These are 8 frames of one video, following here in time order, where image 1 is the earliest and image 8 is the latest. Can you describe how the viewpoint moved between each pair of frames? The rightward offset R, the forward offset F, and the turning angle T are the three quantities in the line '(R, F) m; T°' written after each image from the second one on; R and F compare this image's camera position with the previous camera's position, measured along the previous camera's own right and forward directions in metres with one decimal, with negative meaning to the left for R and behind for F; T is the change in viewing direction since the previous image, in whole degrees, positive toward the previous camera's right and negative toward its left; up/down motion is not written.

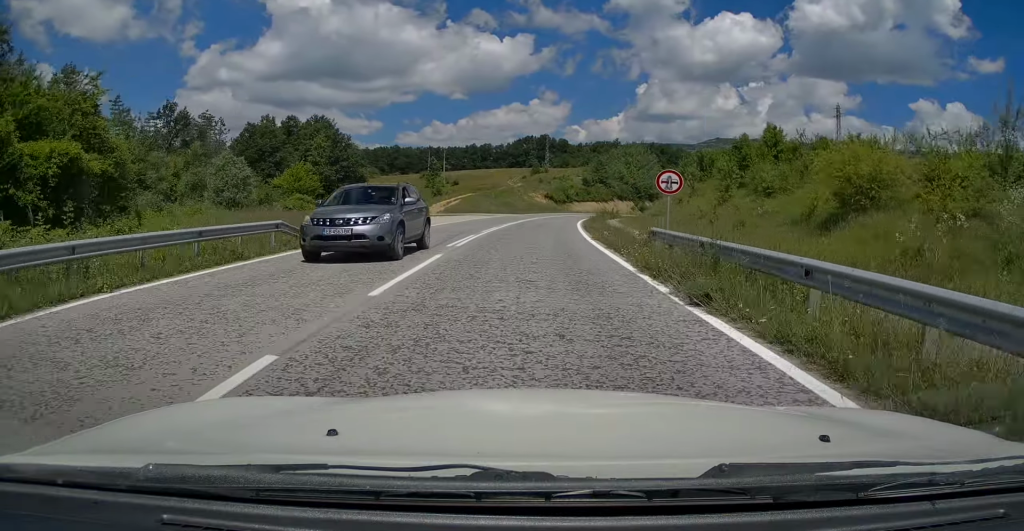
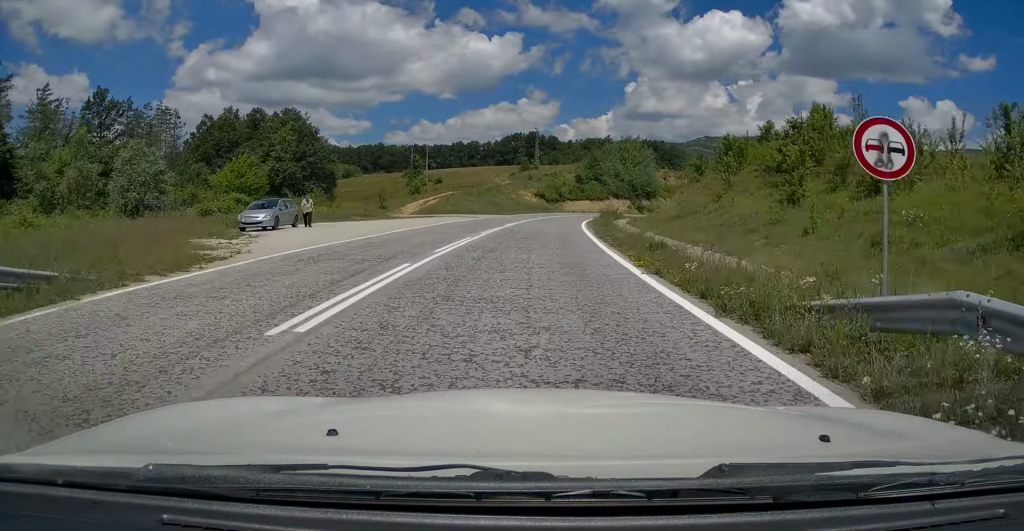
(+0.1, +10.7) m; +1°
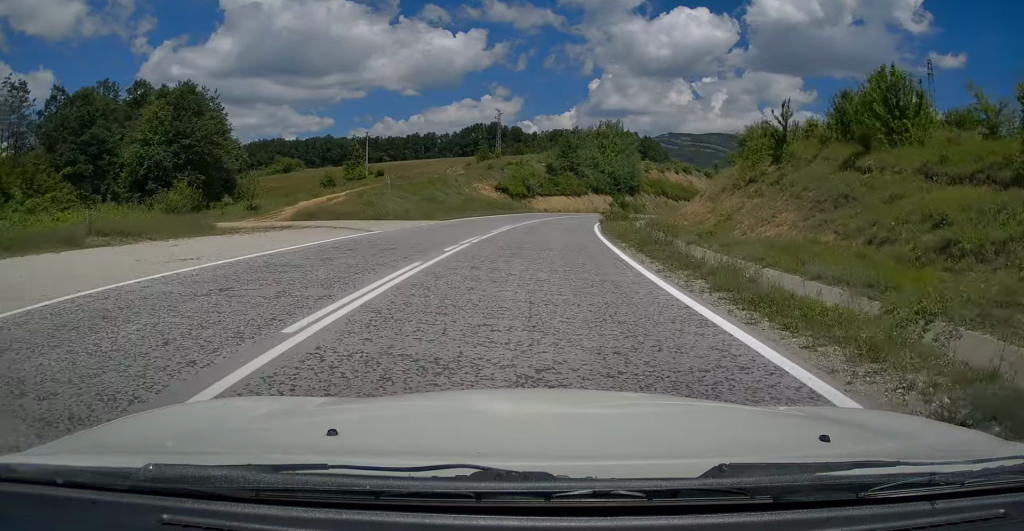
(+1.0, +25.8) m; +4°
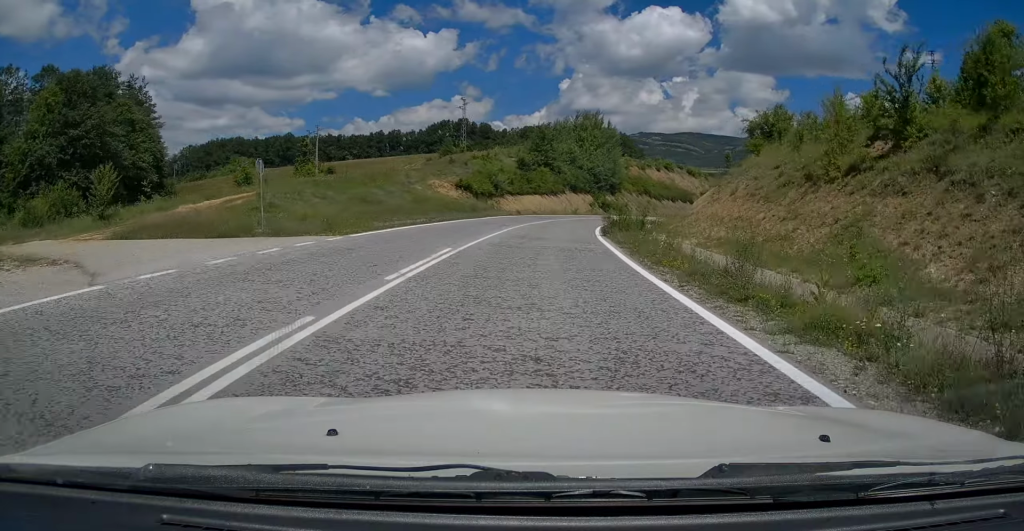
(+0.3, +13.9) m; +3°
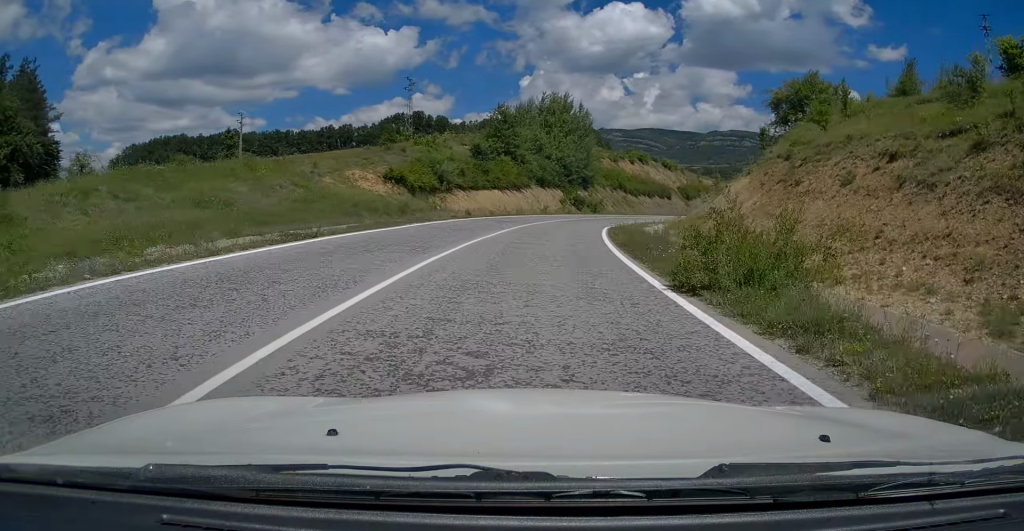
(+0.6, +17.3) m; +4°
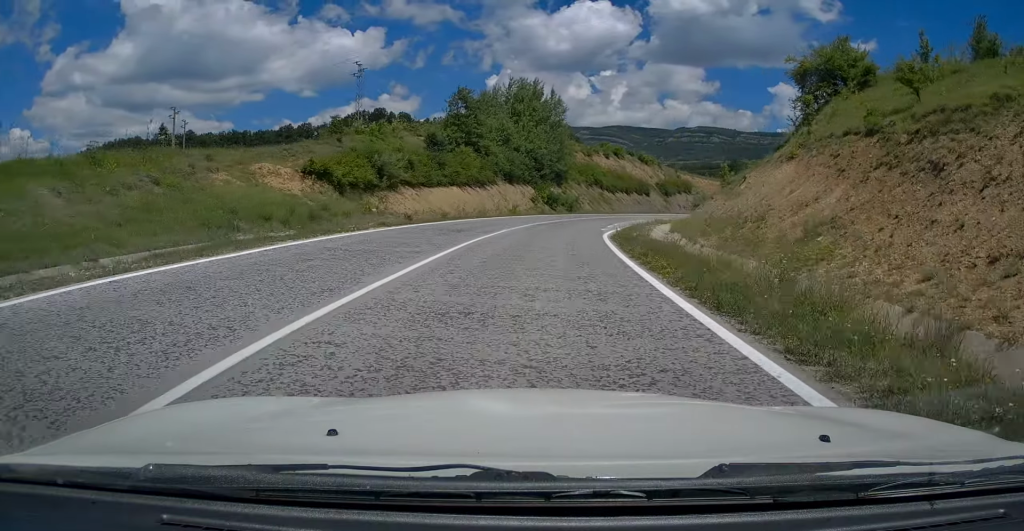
(+0.3, +11.5) m; +3°
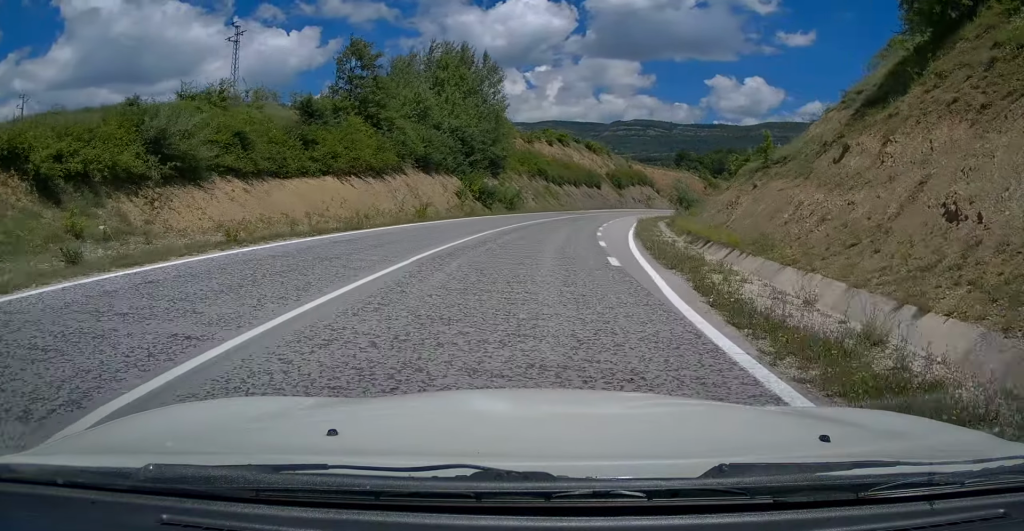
(+0.9, +20.4) m; +5°
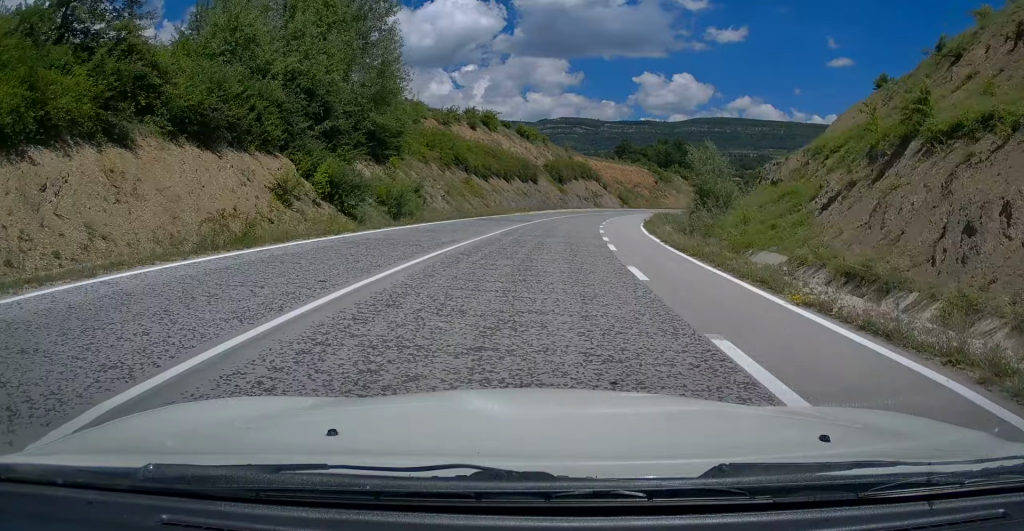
(+1.2, +26.2) m; +6°
